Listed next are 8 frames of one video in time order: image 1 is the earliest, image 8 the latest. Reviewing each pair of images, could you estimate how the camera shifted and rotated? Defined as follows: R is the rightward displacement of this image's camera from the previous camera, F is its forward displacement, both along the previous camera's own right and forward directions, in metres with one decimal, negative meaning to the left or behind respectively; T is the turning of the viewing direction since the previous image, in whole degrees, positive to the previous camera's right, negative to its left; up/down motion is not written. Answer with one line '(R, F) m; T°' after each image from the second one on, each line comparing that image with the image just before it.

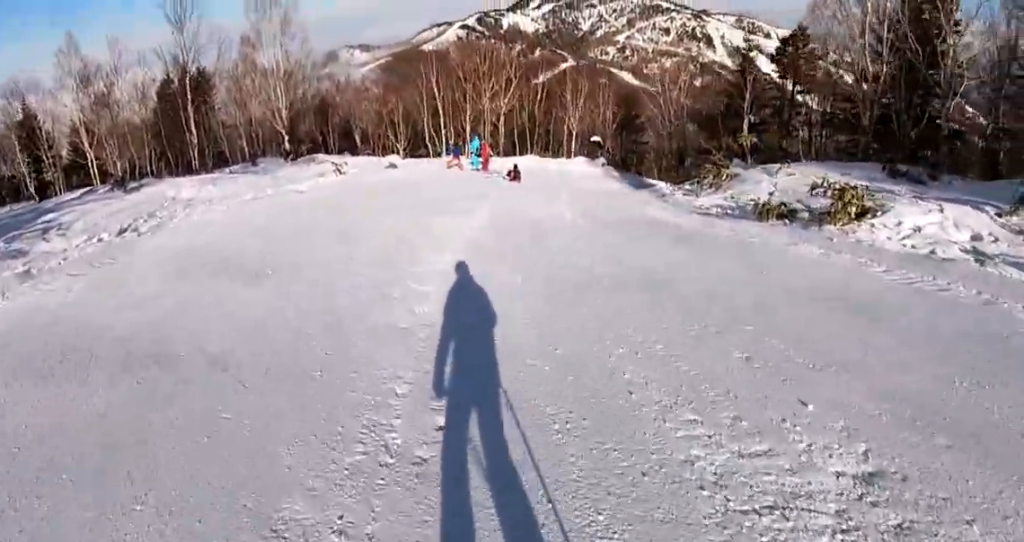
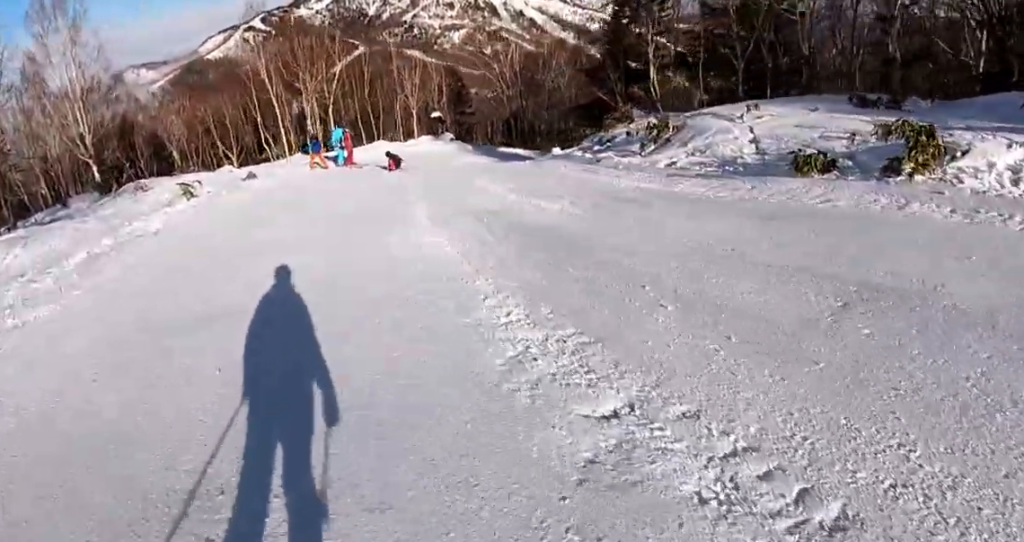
(-0.3, +4.4) m; +3°
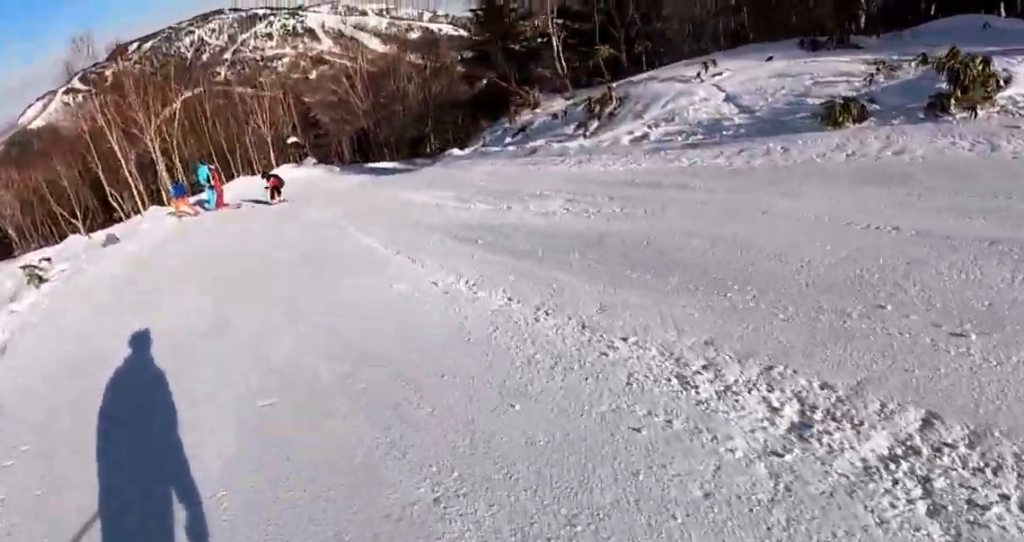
(-0.3, +3.2) m; +9°
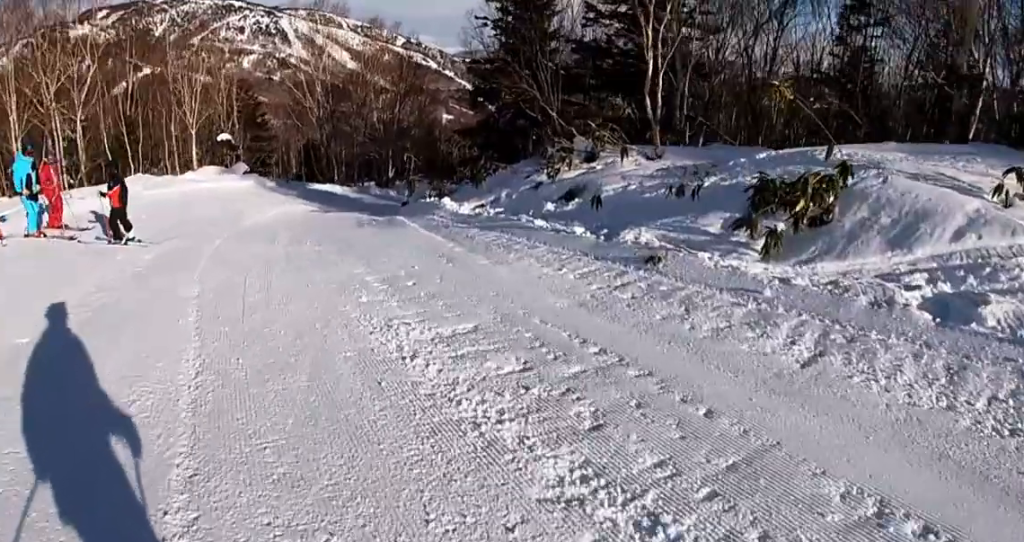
(+2.9, +7.6) m; +28°
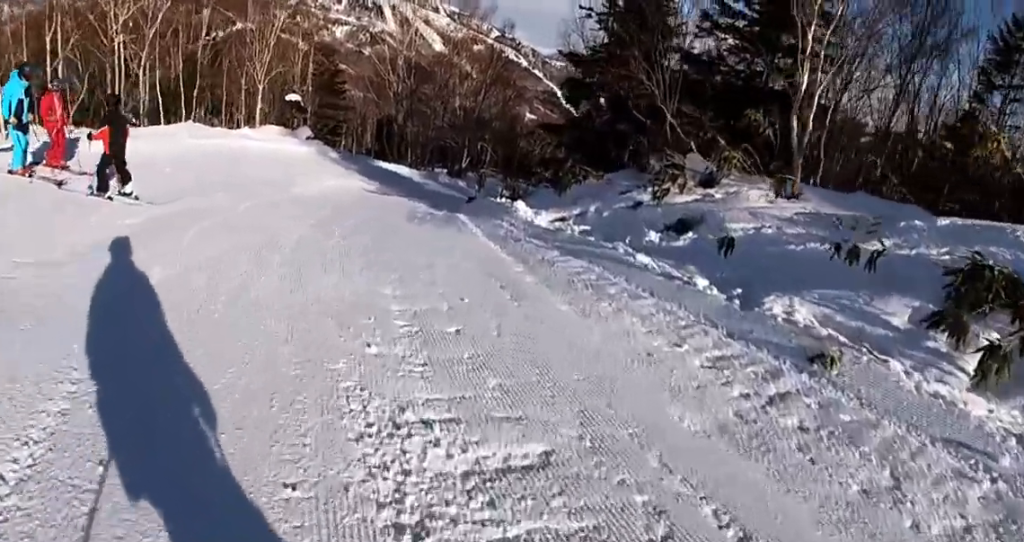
(+0.5, +2.2) m; -1°
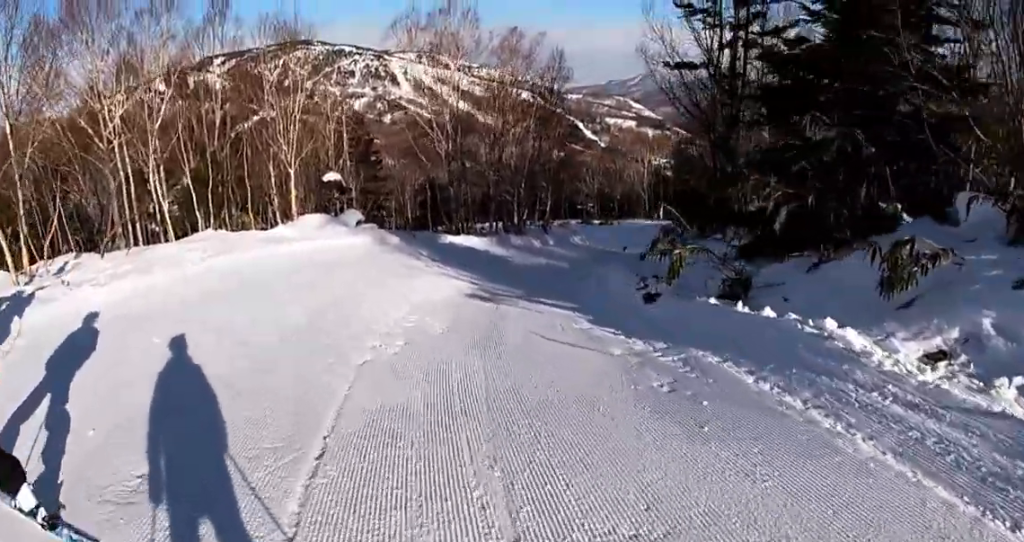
(-1.0, +6.3) m; -11°
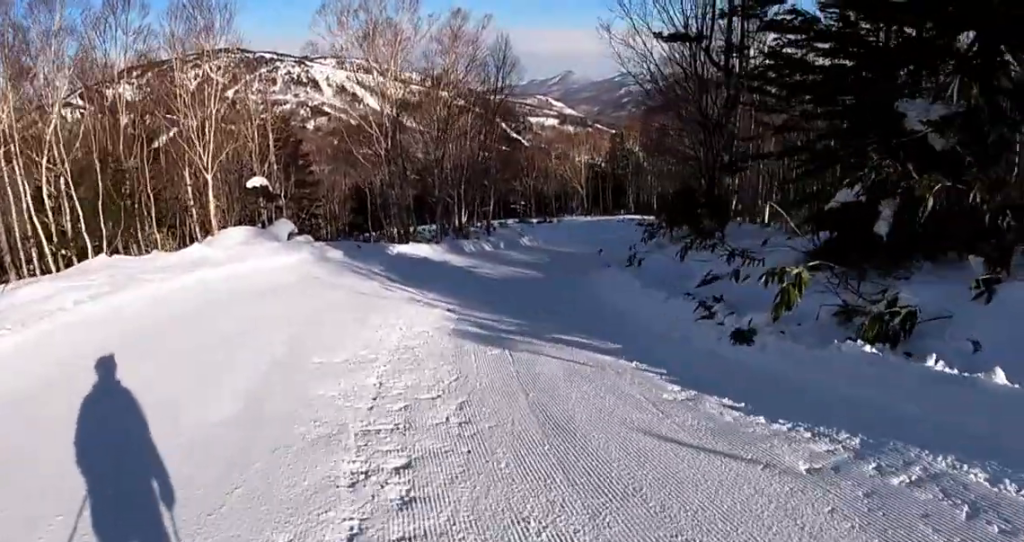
(+0.1, +3.6) m; +7°
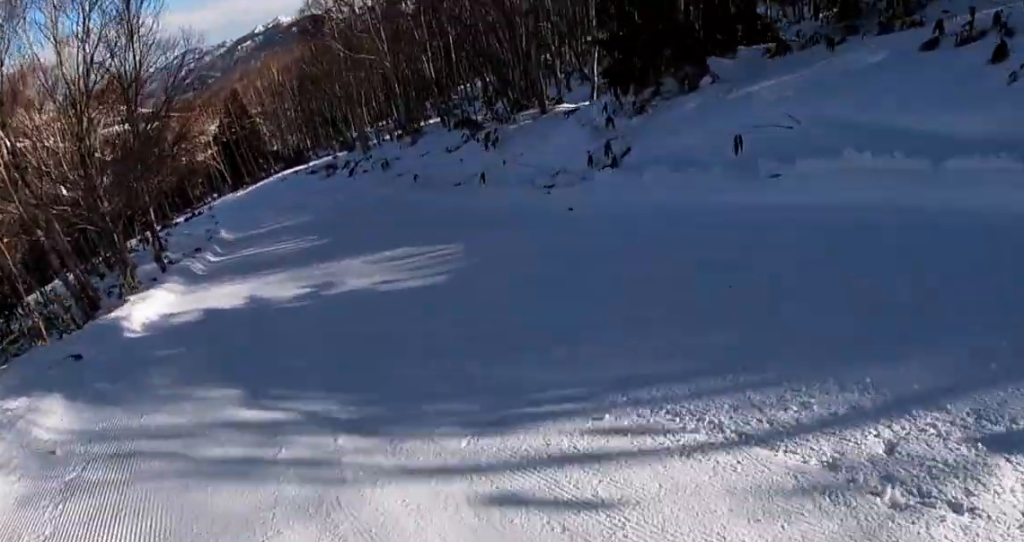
(+2.2, +10.0) m; +23°
